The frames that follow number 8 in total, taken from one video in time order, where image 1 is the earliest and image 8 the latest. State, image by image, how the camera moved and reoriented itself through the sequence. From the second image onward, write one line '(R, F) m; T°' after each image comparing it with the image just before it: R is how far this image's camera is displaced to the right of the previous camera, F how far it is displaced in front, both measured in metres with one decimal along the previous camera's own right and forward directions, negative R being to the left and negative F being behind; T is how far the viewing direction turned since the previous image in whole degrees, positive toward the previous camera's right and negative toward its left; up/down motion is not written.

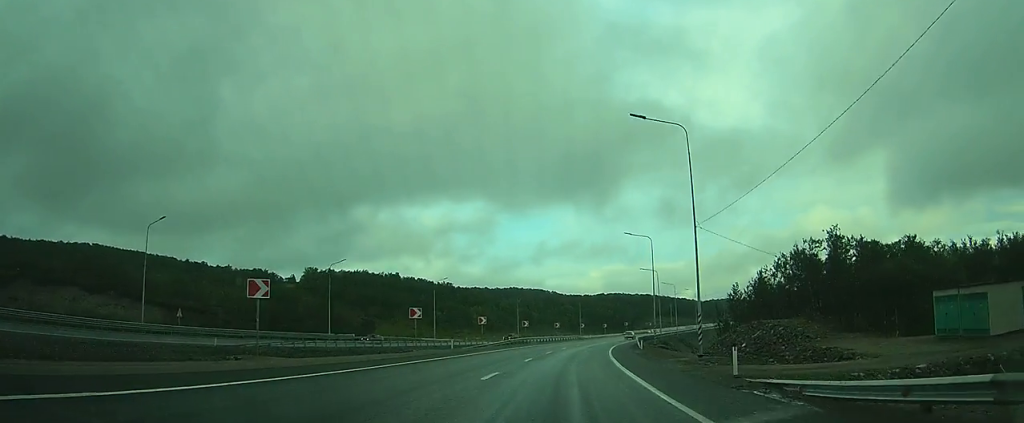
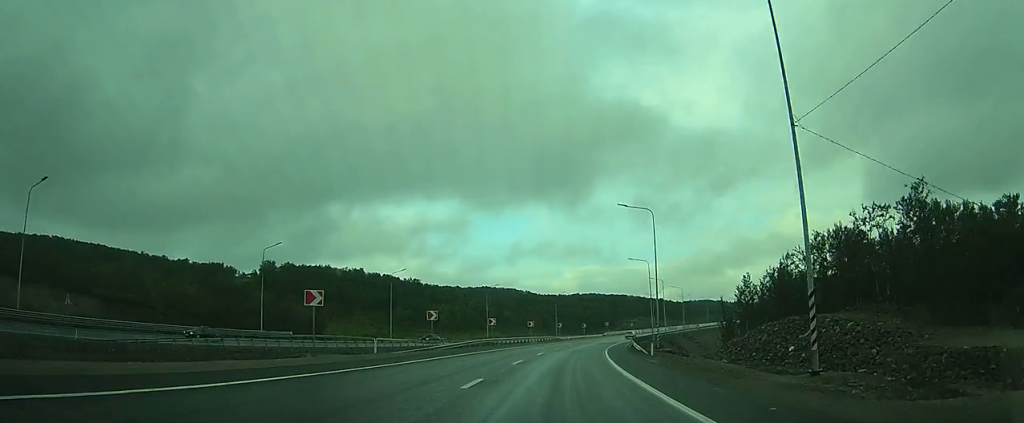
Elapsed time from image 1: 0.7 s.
(+0.1, +15.3) m; +2°
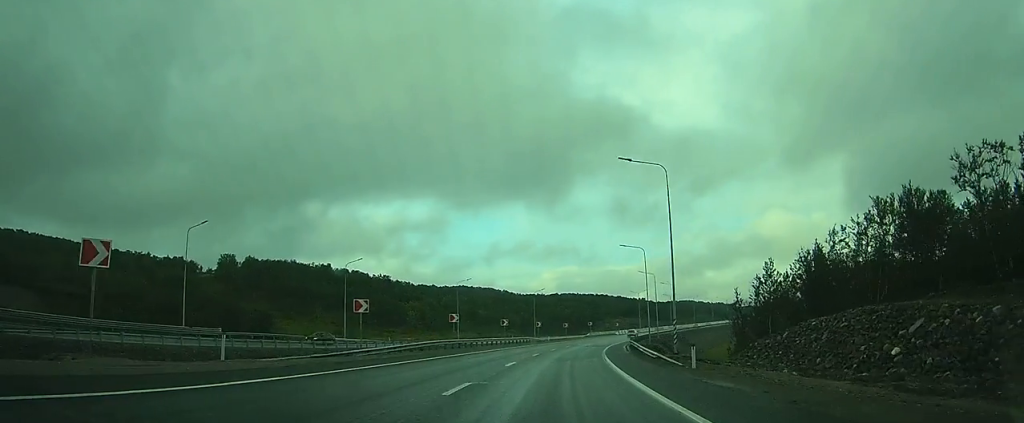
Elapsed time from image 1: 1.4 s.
(+0.3, +14.0) m; +1°
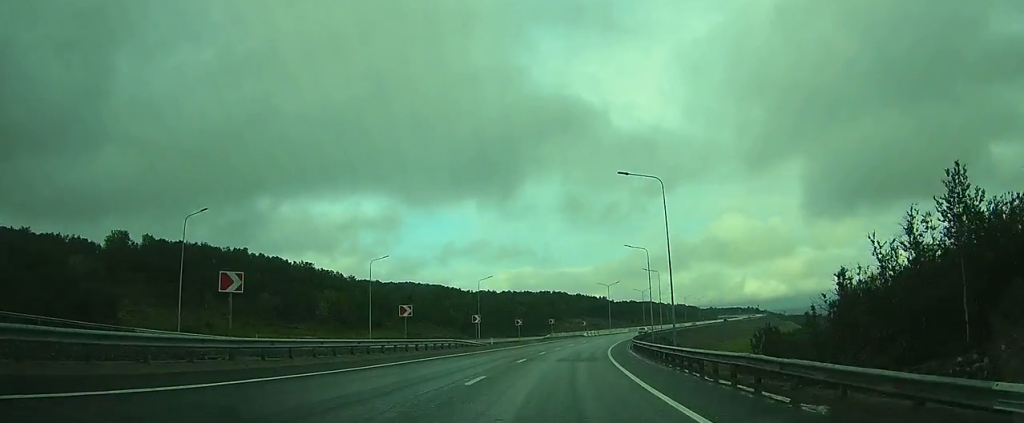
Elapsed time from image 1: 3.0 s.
(+1.3, +34.2) m; +5°
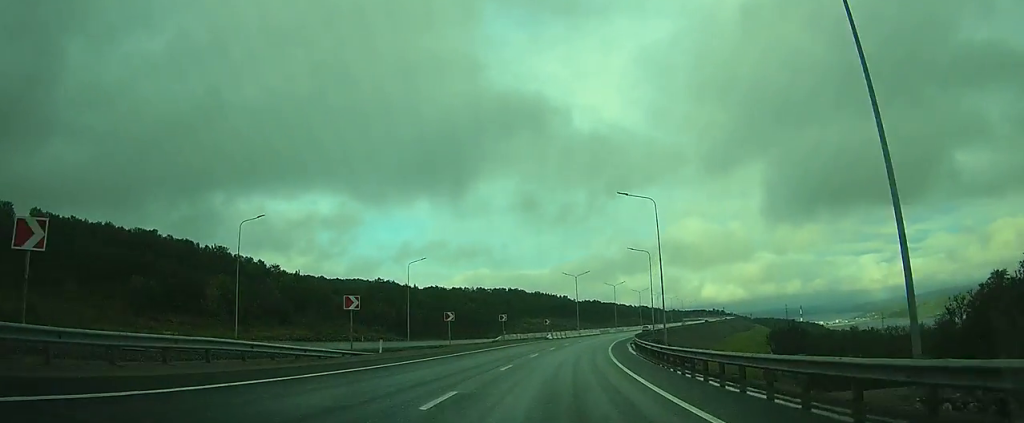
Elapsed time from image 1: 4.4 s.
(+1.1, +29.3) m; +4°
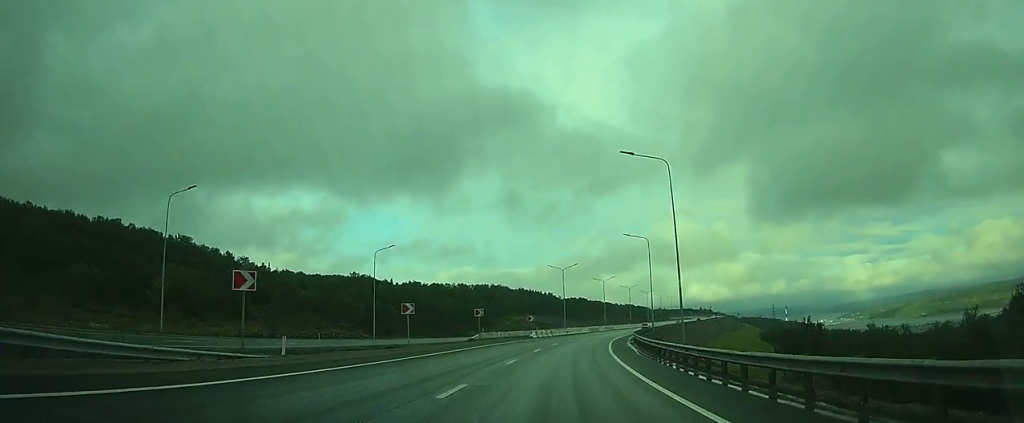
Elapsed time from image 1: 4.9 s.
(+0.1, +10.5) m; +1°
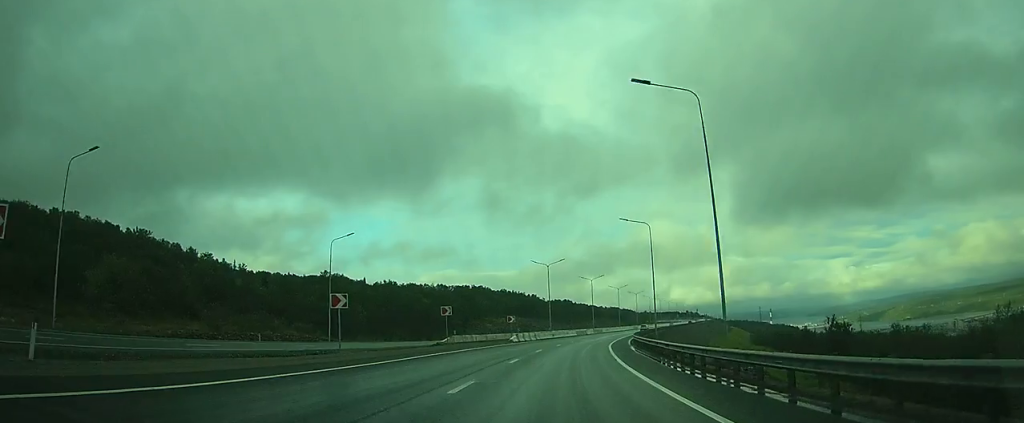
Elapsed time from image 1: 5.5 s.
(+0.1, +11.3) m; +1°
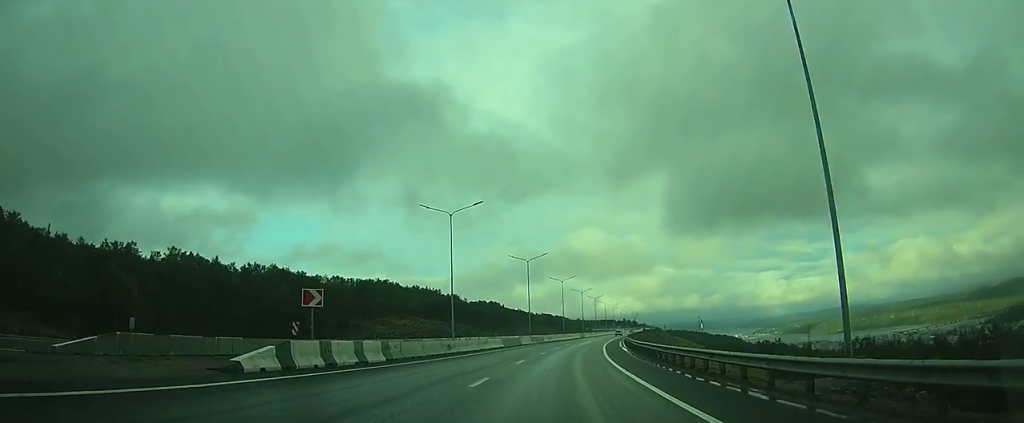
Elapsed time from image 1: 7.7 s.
(+2.7, +46.5) m; +8°
